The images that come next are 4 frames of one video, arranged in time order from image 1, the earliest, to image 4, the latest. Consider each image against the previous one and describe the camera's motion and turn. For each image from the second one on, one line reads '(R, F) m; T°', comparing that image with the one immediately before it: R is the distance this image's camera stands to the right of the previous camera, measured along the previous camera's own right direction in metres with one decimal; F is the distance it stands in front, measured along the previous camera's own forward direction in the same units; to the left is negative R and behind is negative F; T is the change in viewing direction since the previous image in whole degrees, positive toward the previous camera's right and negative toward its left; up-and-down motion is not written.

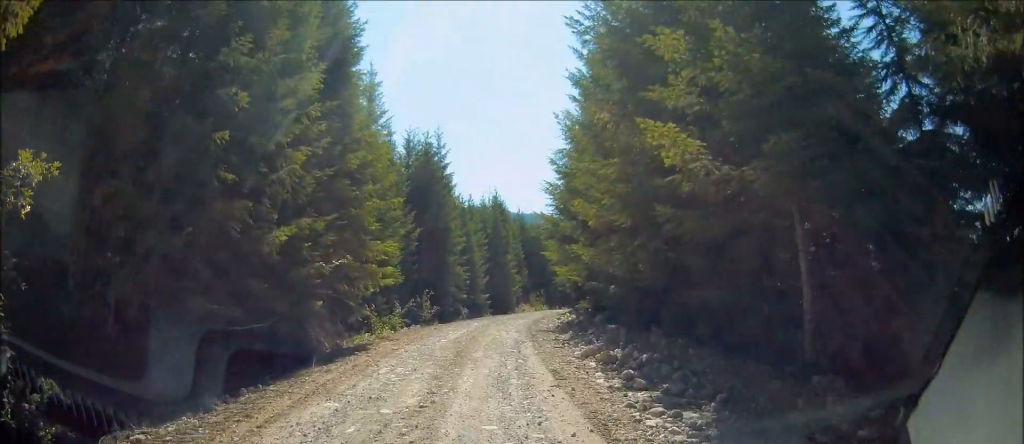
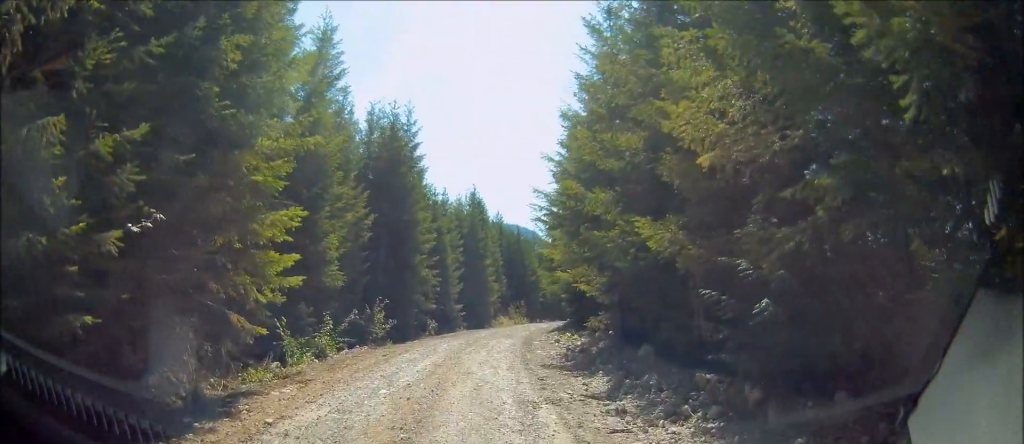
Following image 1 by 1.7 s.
(-0.6, +8.1) m; -6°
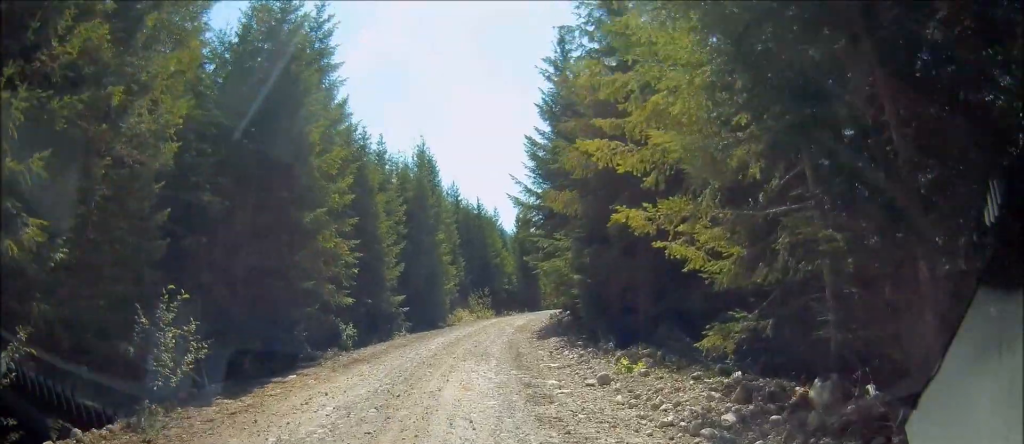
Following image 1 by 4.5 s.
(+1.6, +13.2) m; +16°
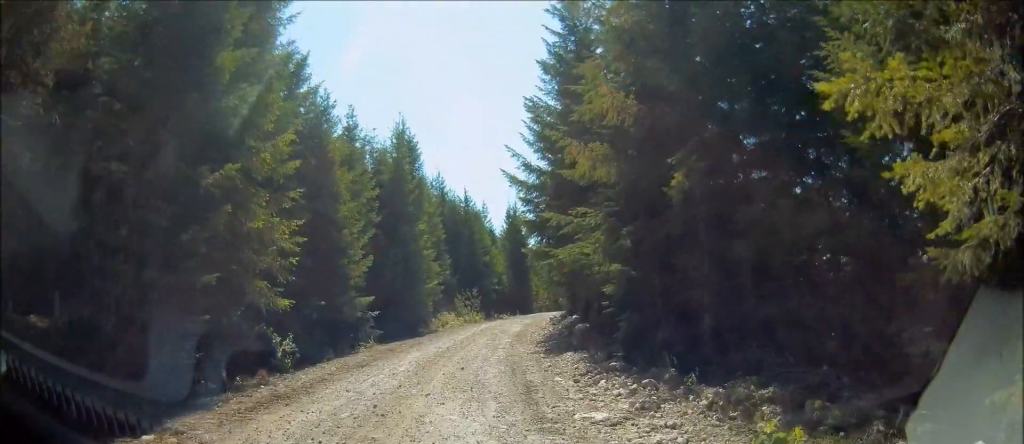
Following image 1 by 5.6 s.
(+0.4, +5.7) m; 0°
